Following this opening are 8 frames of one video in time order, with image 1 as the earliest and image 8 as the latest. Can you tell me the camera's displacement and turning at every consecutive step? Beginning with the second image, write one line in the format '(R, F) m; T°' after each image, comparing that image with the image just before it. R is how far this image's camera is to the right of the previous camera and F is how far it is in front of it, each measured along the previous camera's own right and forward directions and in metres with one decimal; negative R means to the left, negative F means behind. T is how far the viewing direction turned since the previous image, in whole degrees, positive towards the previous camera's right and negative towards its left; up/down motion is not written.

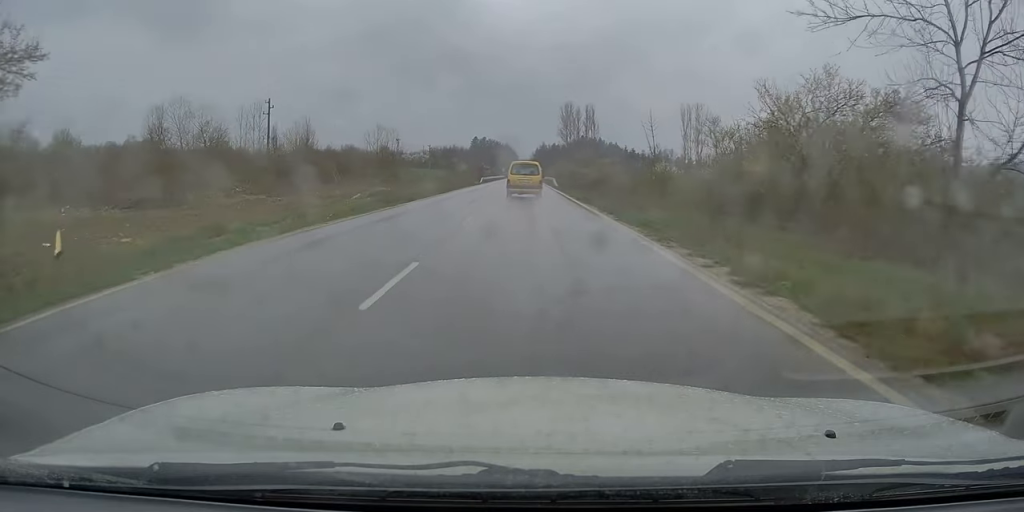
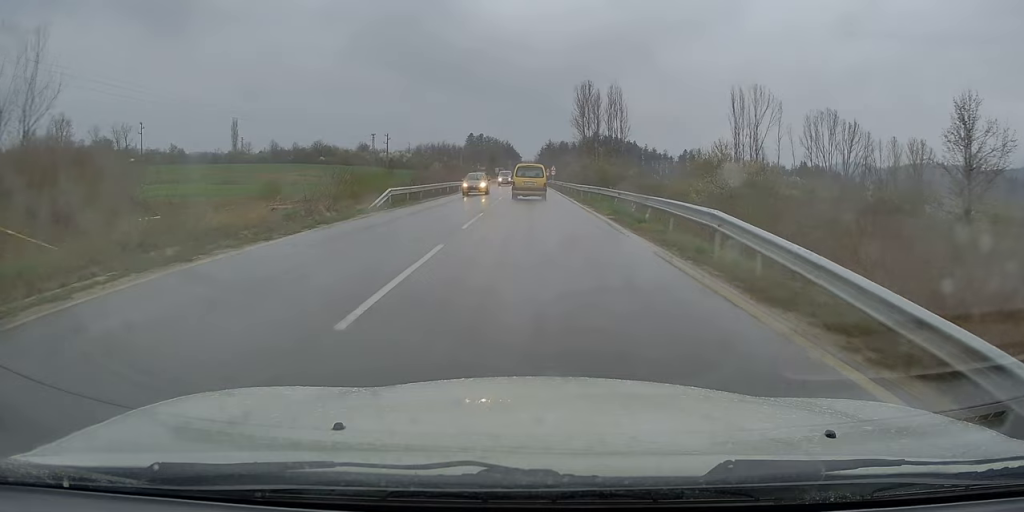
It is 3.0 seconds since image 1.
(-0.2, +60.4) m; 0°
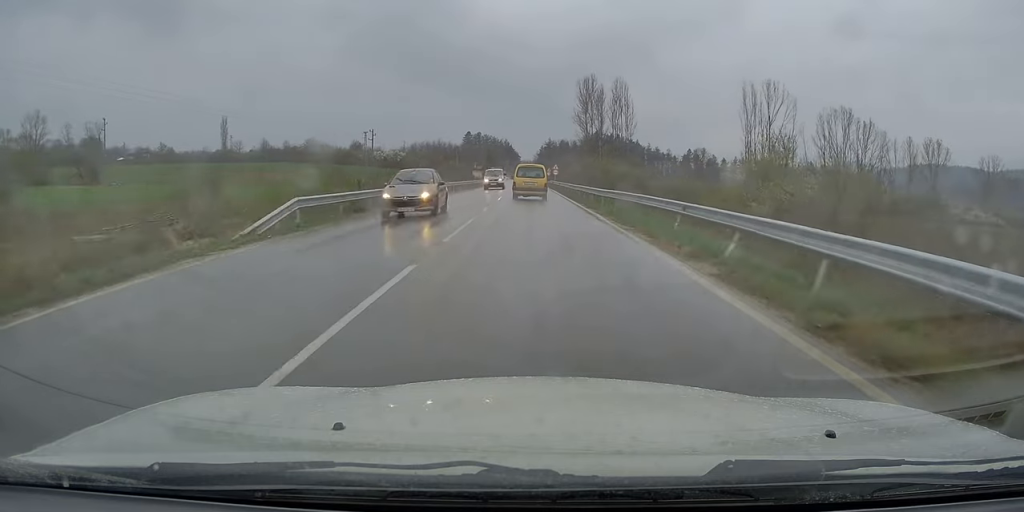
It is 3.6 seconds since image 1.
(-0.3, +11.4) m; 0°
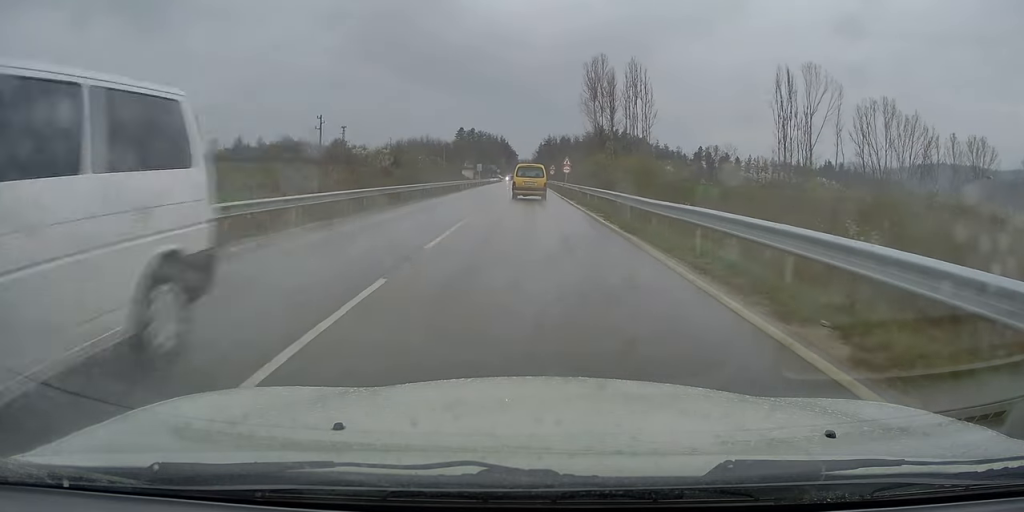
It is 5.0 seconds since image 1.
(+0.3, +28.2) m; 0°
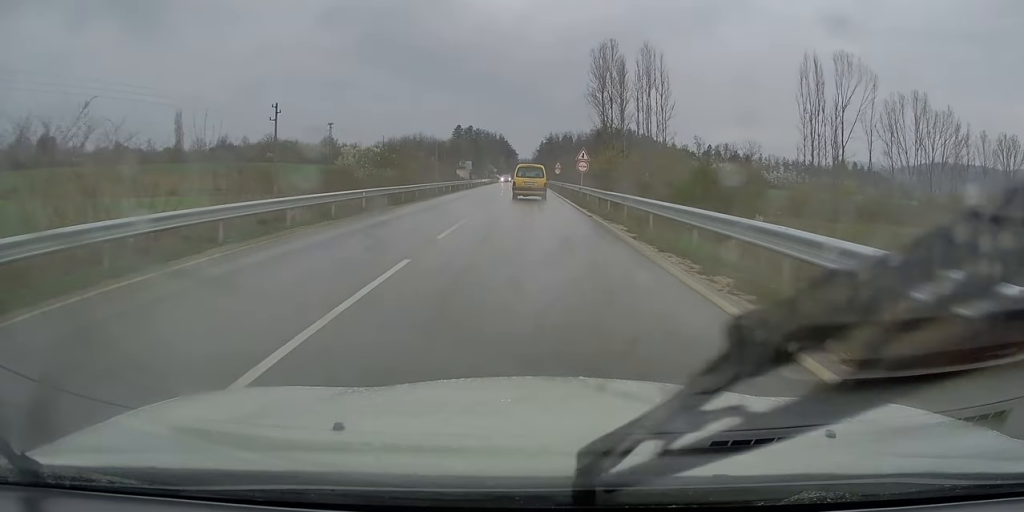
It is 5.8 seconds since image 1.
(-0.3, +16.1) m; 0°
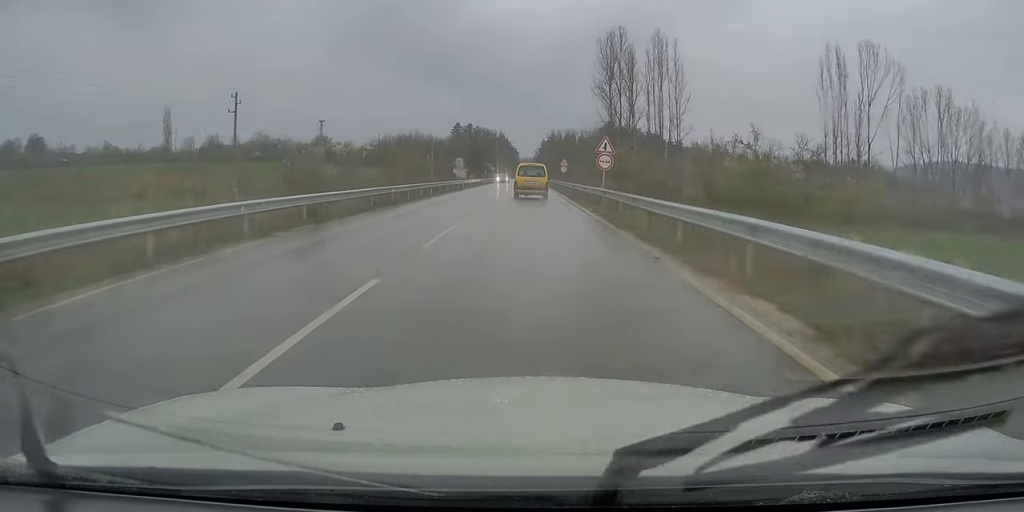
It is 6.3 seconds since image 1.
(+0.2, +10.8) m; 0°
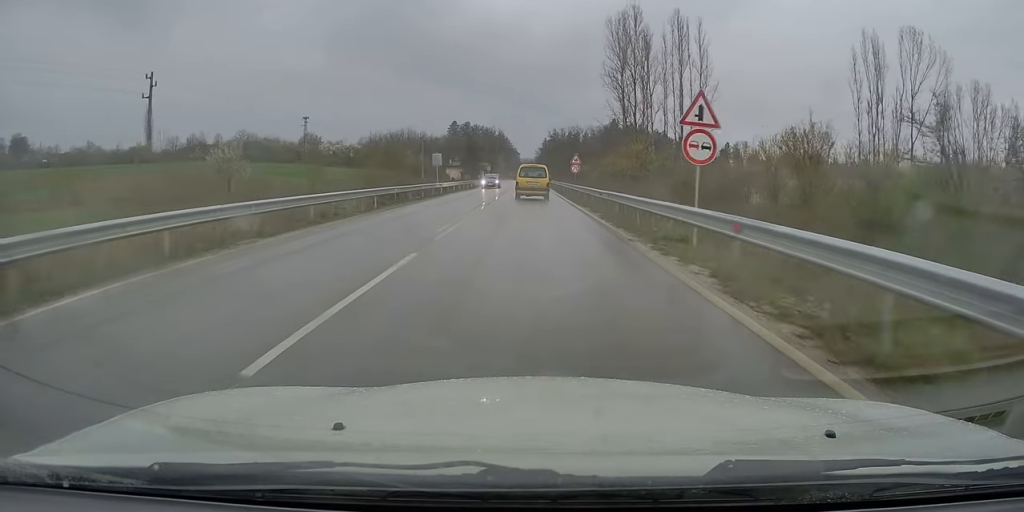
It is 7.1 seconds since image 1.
(+0.1, +15.5) m; 0°
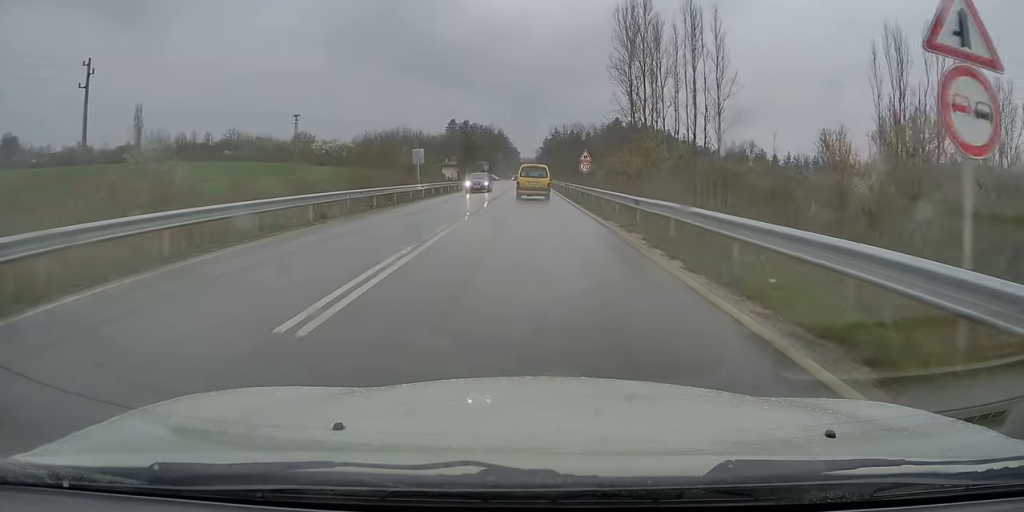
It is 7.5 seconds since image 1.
(0.0, +8.1) m; -1°
